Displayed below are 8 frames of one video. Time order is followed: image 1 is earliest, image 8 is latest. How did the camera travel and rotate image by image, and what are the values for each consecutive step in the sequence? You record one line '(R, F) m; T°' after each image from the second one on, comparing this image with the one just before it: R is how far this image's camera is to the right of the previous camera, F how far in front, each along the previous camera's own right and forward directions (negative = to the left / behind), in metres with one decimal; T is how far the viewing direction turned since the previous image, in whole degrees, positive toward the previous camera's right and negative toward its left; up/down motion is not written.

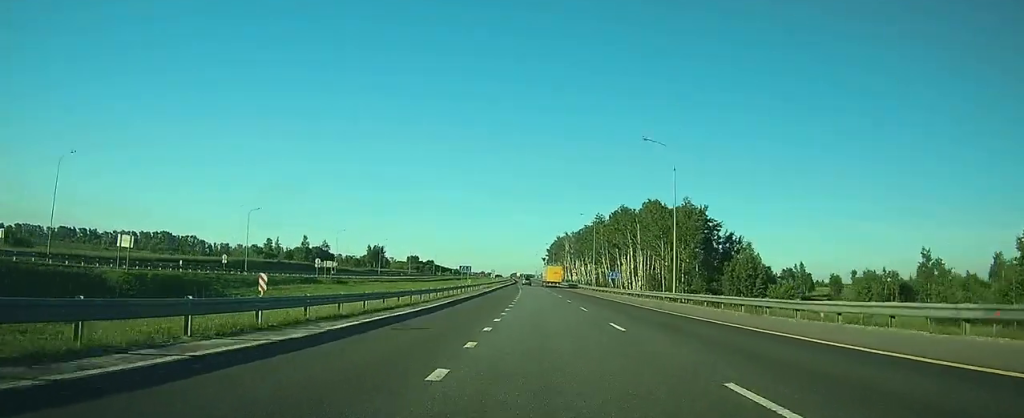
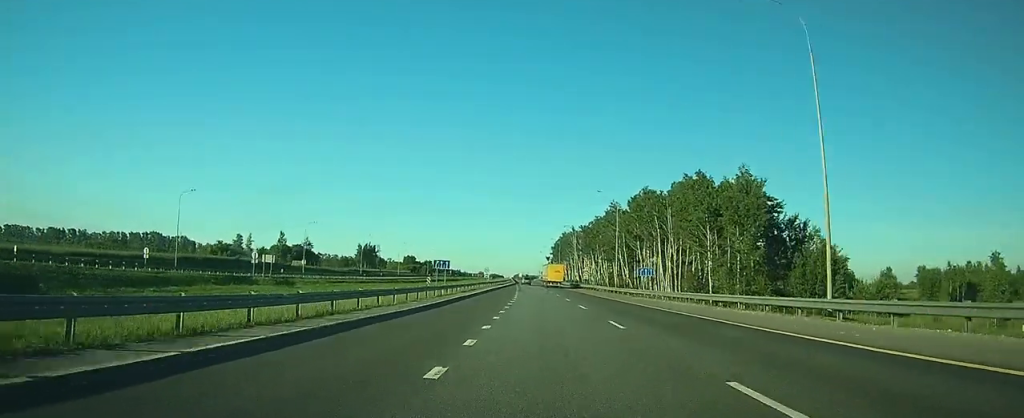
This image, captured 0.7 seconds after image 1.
(-0.1, +24.0) m; -1°
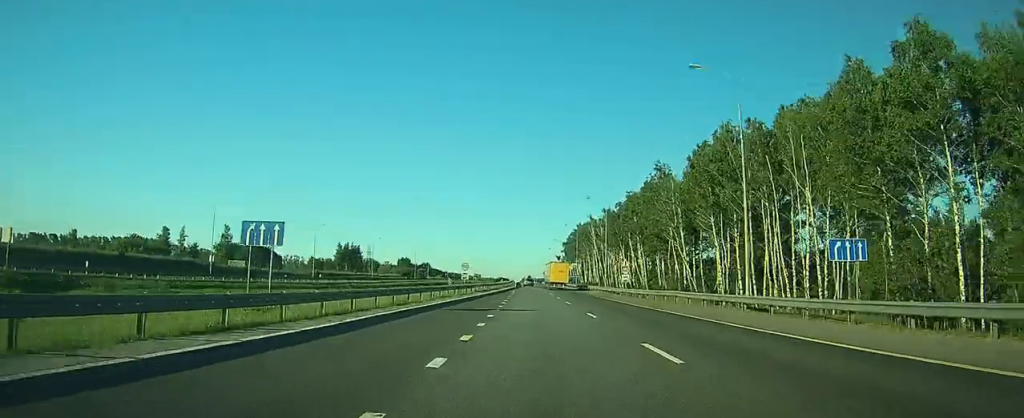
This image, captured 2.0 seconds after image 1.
(-0.6, +43.4) m; -1°
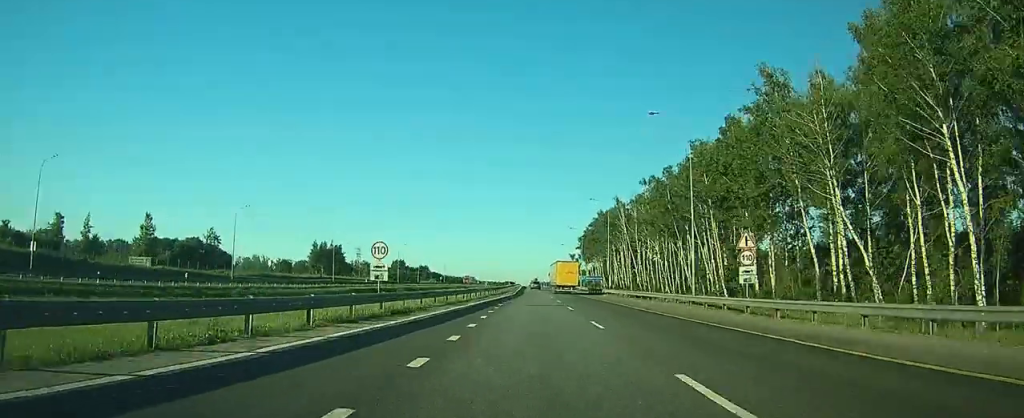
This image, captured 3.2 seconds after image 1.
(-0.2, +40.8) m; 0°
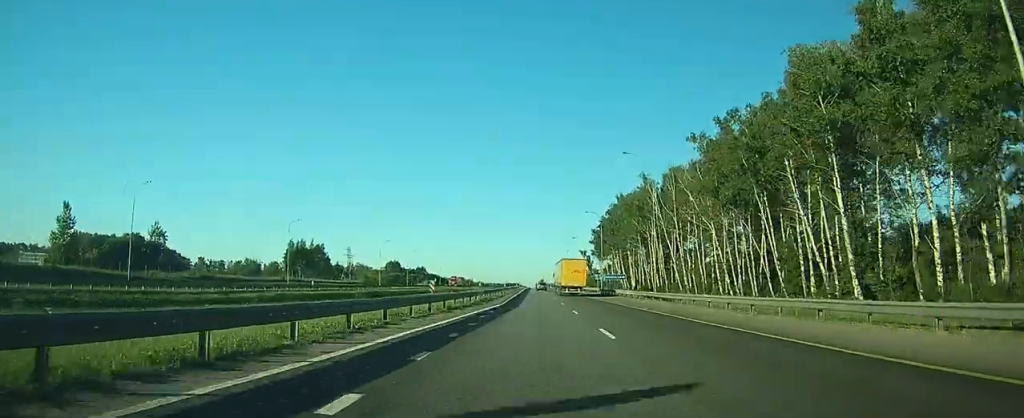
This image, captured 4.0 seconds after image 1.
(-0.1, +28.0) m; -1°
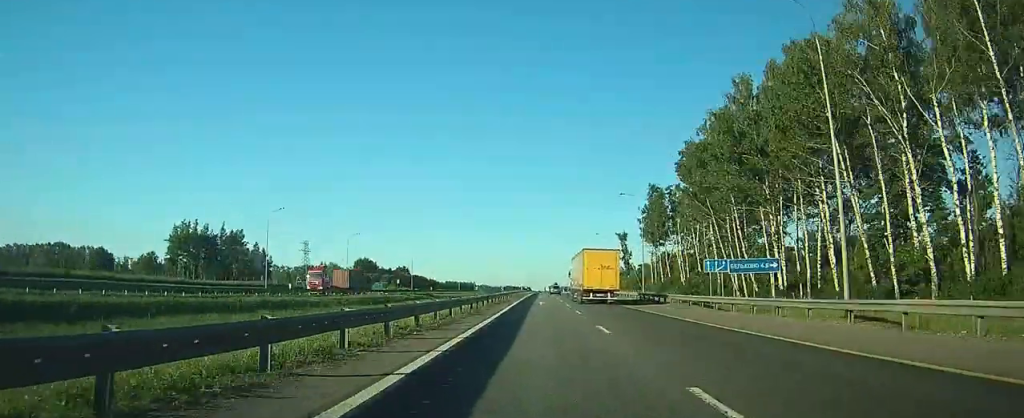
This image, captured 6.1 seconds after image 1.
(-1.2, +70.3) m; -1°
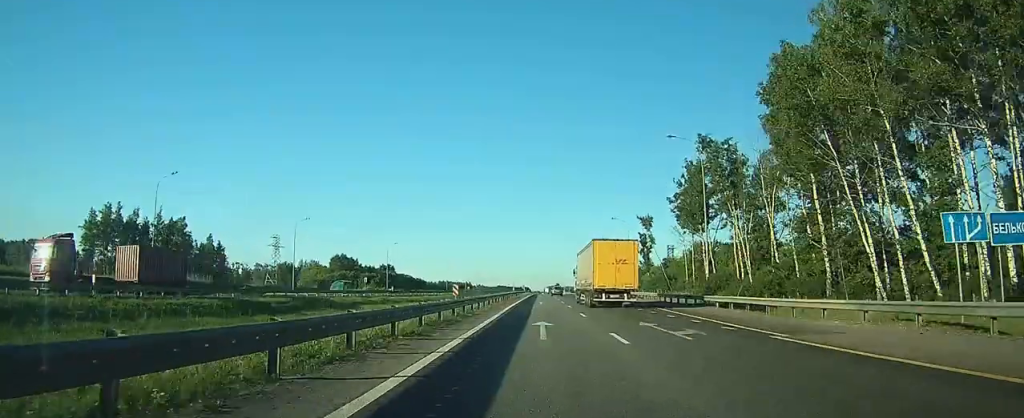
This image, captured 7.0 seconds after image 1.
(0.0, +27.1) m; 0°
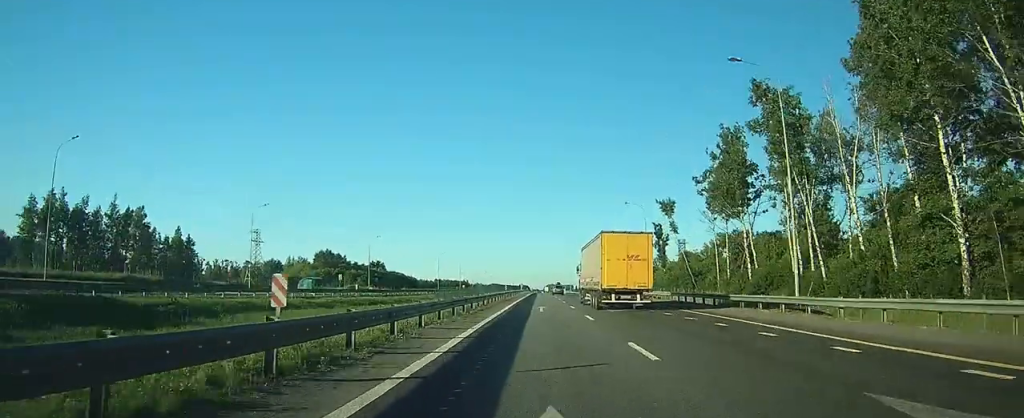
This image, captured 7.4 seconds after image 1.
(0.0, +15.1) m; 0°
